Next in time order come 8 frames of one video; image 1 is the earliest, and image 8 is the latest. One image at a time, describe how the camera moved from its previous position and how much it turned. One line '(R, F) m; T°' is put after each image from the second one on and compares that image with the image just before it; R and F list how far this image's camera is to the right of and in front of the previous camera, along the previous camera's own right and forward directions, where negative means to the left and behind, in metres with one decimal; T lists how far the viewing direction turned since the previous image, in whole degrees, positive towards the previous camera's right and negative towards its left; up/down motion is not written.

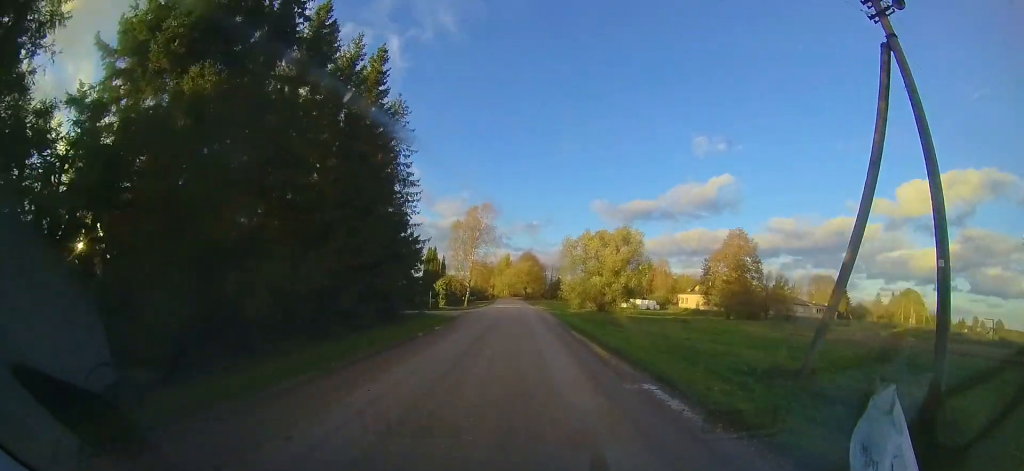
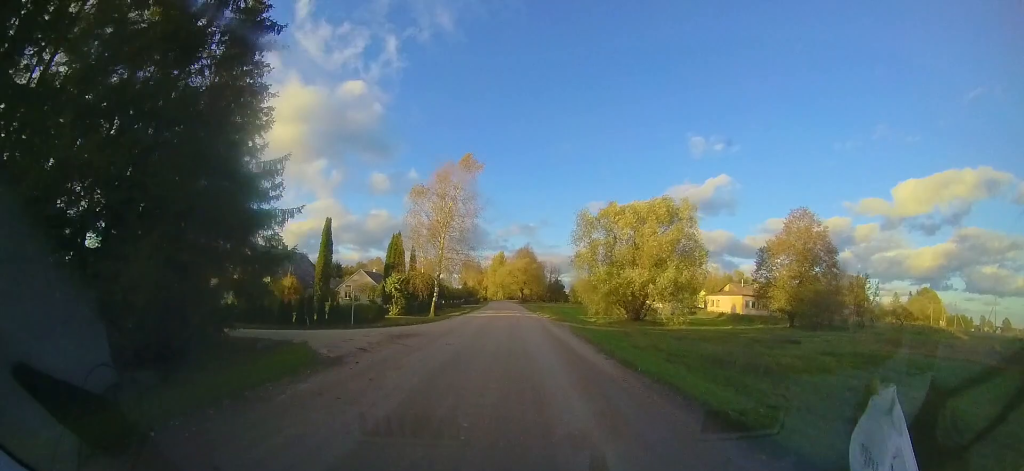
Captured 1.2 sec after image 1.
(-0.2, +15.1) m; 0°
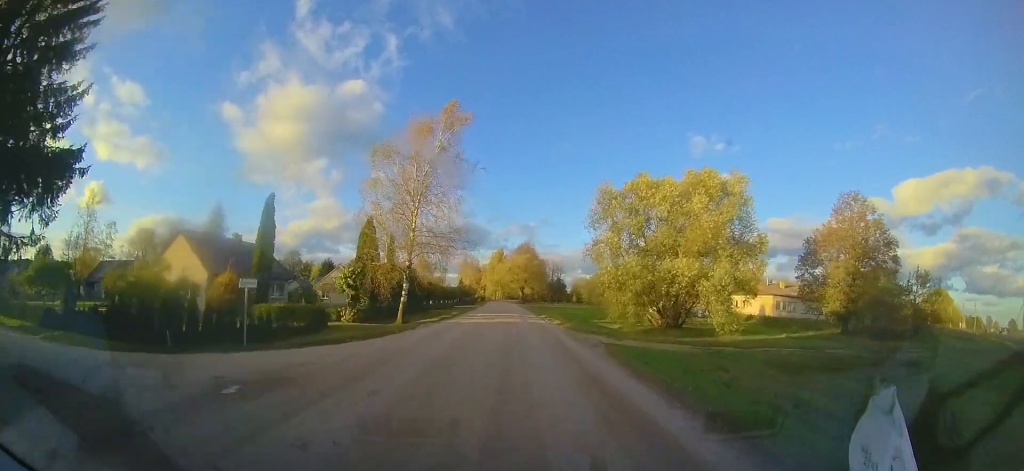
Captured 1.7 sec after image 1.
(+0.2, +7.6) m; 0°
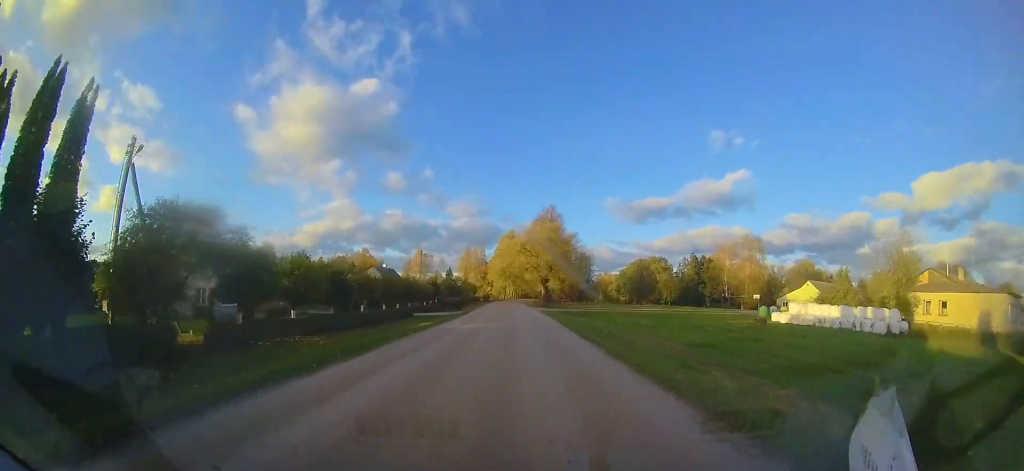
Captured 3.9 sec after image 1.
(-0.5, +30.2) m; -2°
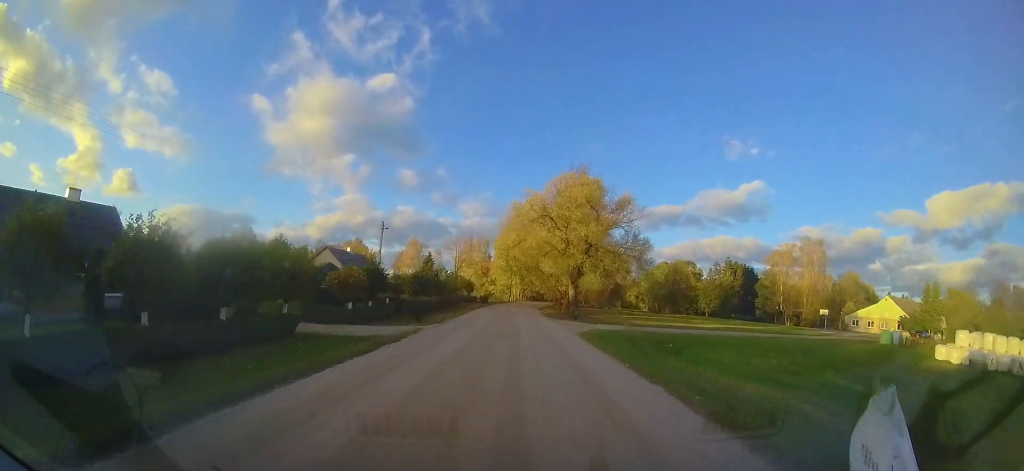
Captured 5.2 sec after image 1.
(-0.2, +18.3) m; 0°
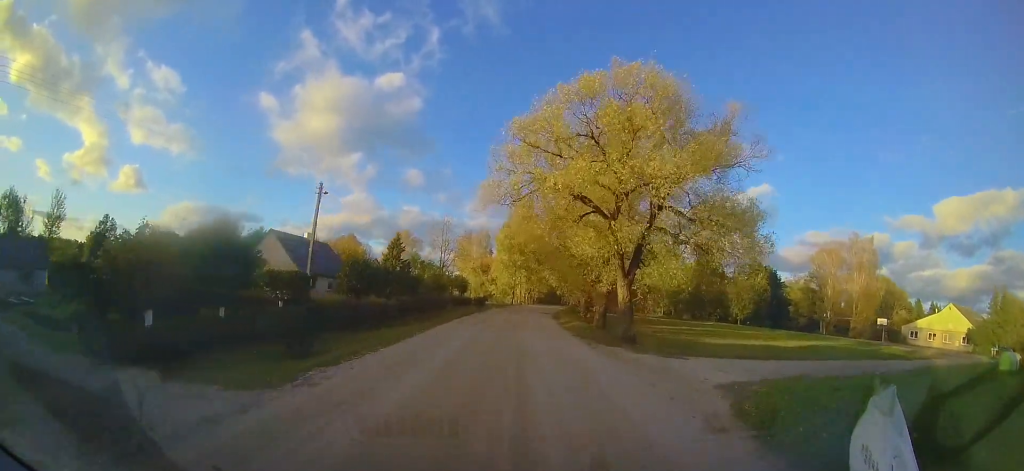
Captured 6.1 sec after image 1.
(+0.2, +12.7) m; +1°
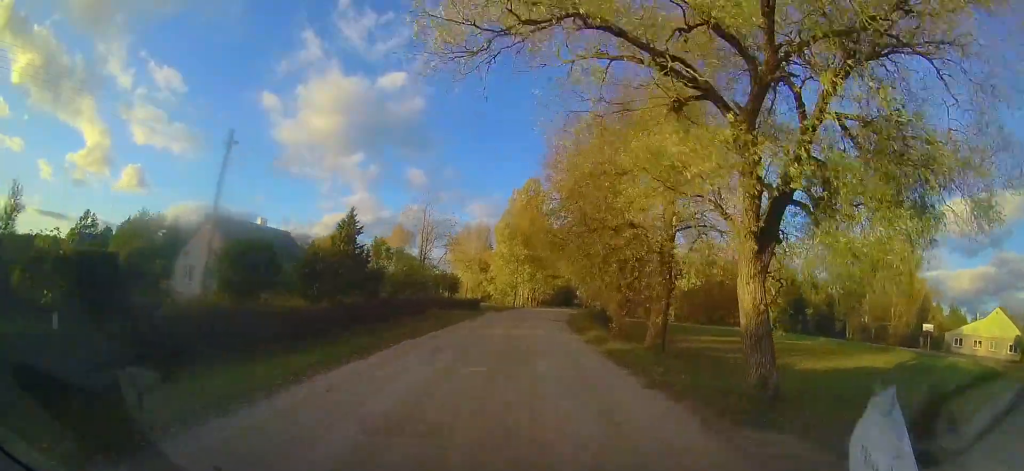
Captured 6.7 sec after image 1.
(0.0, +8.7) m; 0°
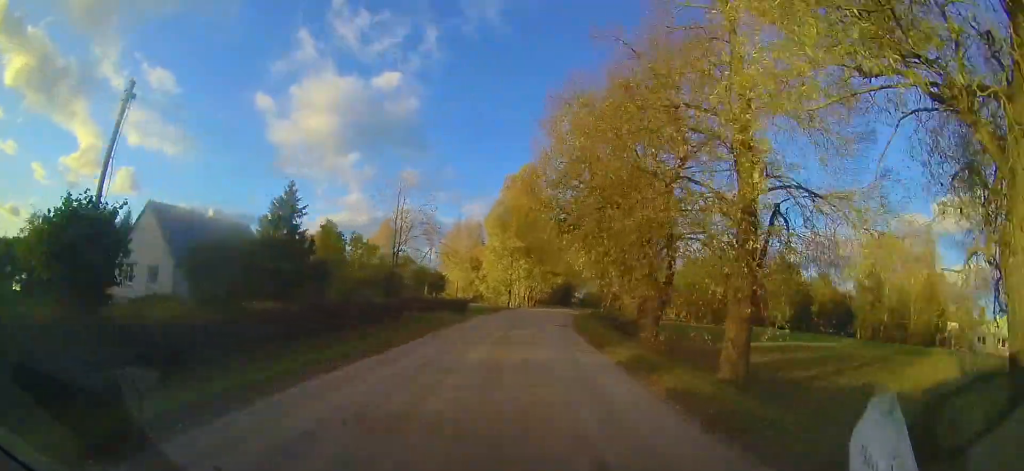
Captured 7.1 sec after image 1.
(0.0, +5.3) m; +1°
